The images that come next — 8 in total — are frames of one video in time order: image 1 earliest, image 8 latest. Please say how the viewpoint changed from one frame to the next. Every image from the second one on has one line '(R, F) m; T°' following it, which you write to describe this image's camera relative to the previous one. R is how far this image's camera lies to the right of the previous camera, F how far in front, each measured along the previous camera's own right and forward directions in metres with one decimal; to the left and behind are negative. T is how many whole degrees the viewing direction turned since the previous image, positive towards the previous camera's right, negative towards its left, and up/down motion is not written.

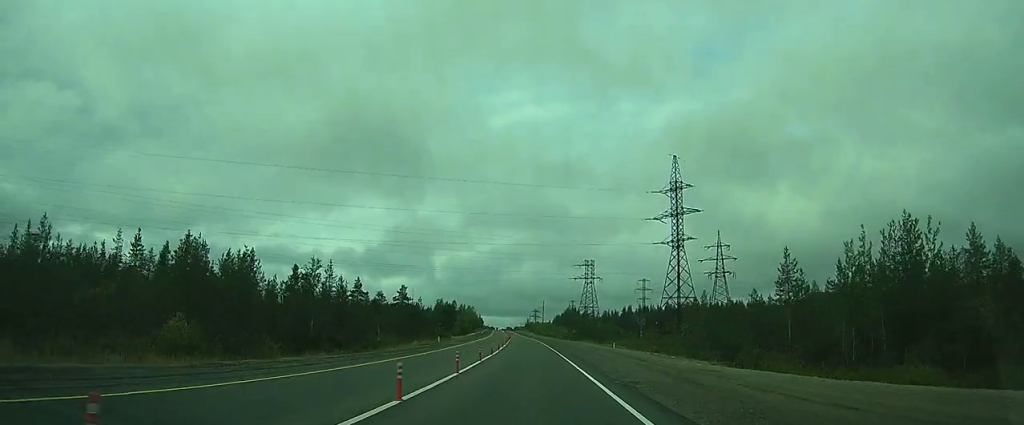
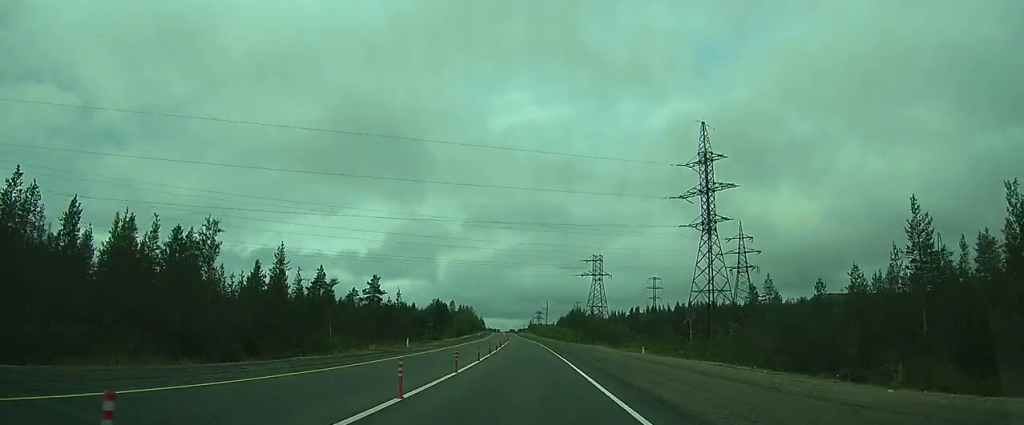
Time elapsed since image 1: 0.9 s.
(-0.4, +14.1) m; -2°
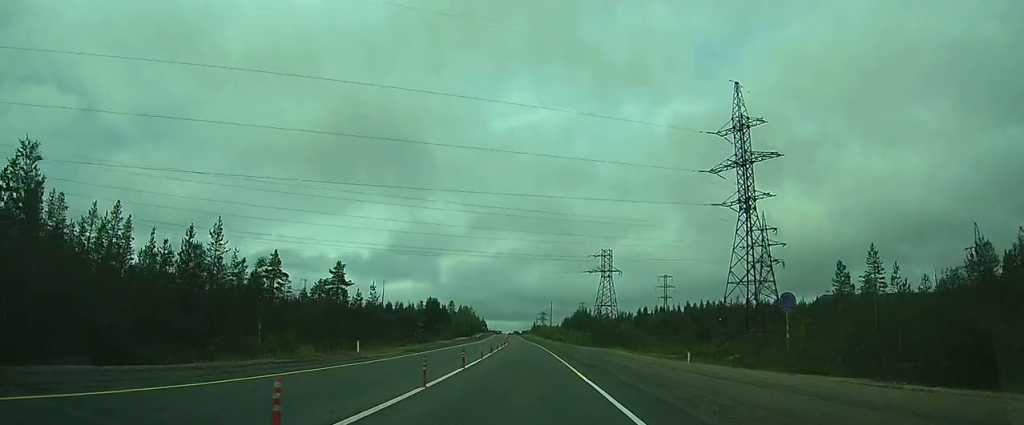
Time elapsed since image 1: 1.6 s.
(-0.2, +12.2) m; -2°
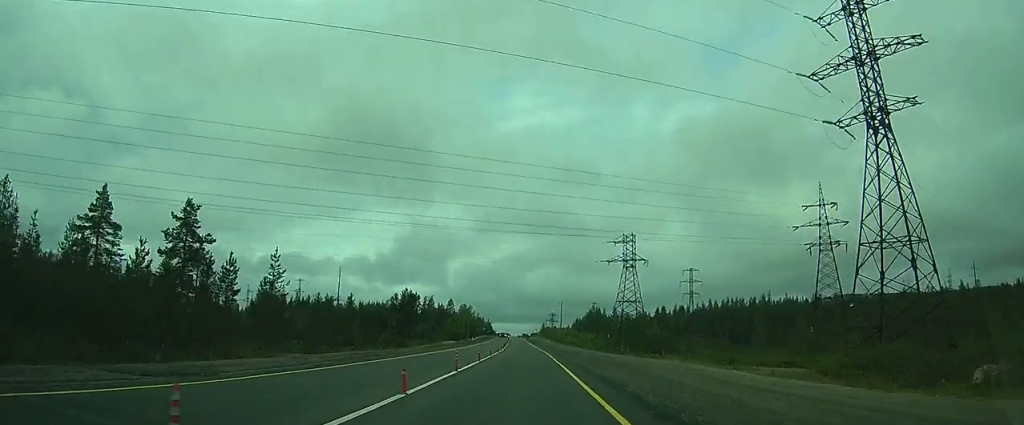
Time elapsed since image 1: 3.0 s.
(-0.5, +24.1) m; -2°
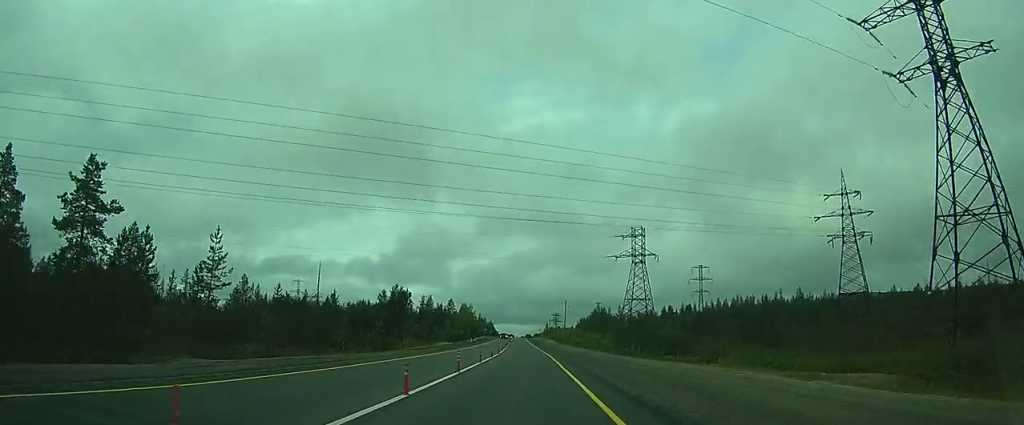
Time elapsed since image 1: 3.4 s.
(0.0, +7.6) m; 0°
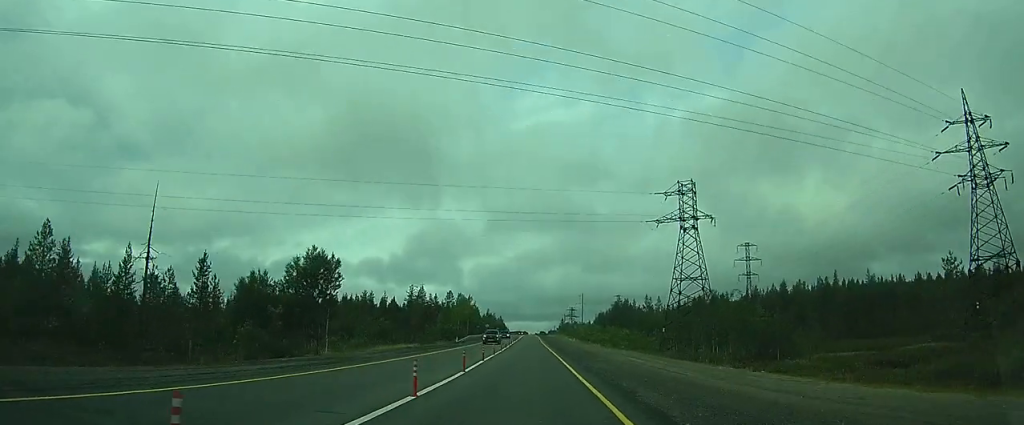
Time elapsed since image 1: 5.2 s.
(-0.2, +31.8) m; 0°
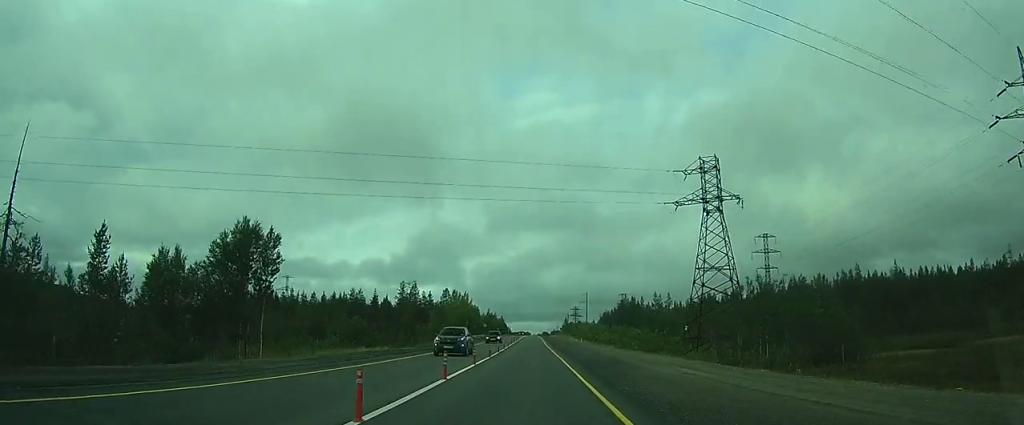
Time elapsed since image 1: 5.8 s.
(+0.1, +11.7) m; 0°
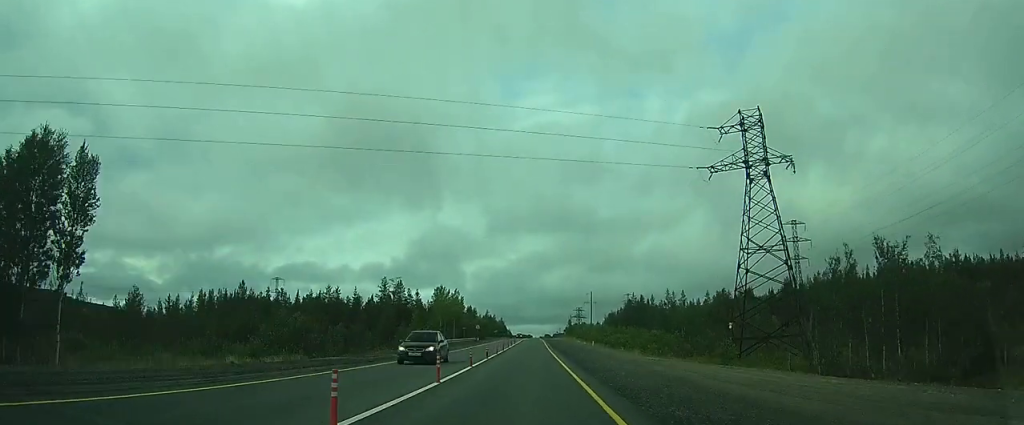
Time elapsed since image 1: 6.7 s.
(-0.1, +17.0) m; 0°
